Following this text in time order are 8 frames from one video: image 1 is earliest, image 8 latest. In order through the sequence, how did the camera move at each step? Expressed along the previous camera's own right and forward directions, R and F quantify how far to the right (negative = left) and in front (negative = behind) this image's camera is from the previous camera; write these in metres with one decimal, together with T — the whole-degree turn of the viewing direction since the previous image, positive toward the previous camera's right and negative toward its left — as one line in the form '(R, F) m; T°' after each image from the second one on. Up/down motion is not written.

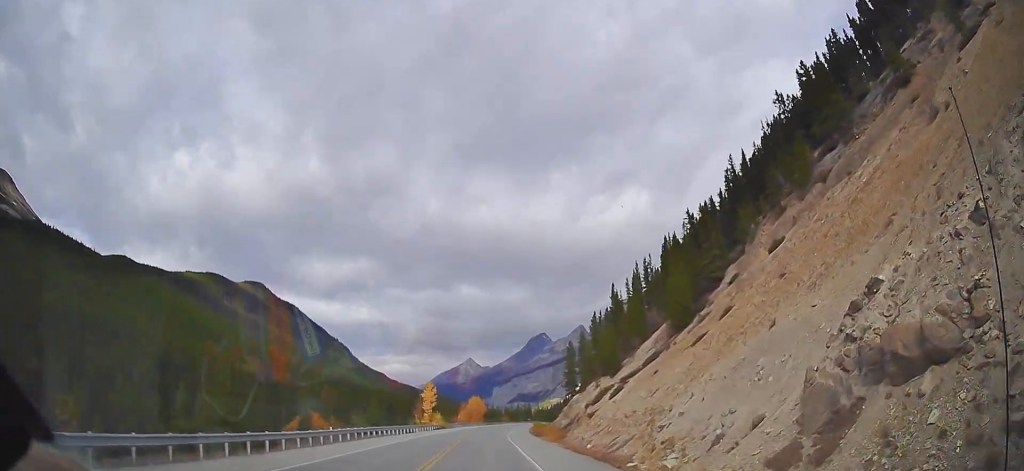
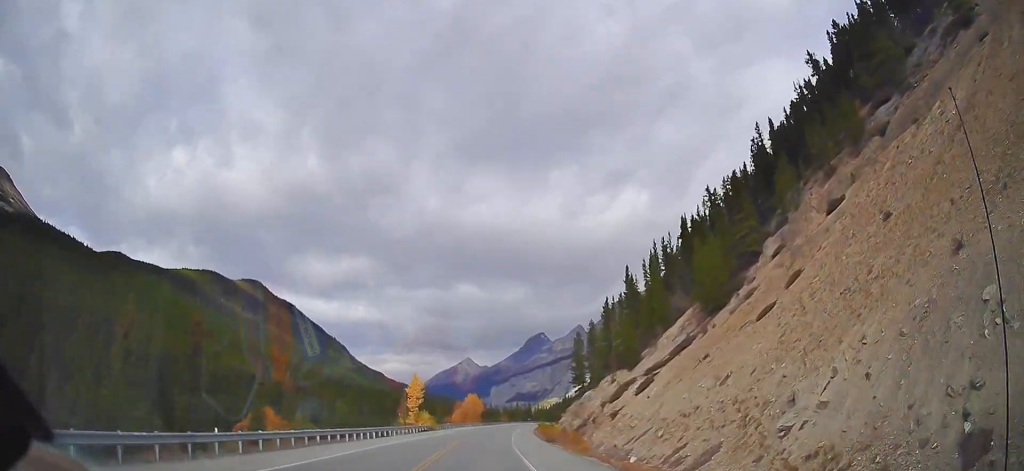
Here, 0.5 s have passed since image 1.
(+0.1, +13.7) m; 0°
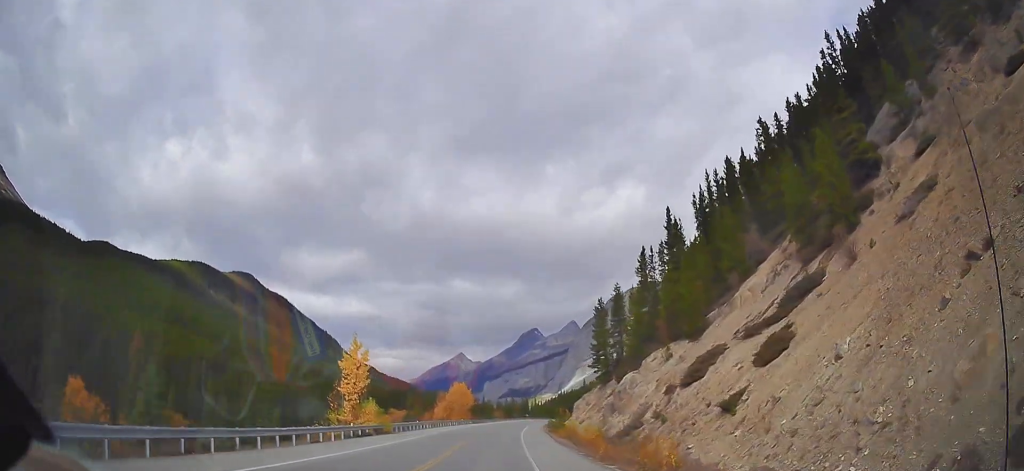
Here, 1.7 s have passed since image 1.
(-0.3, +29.2) m; +1°
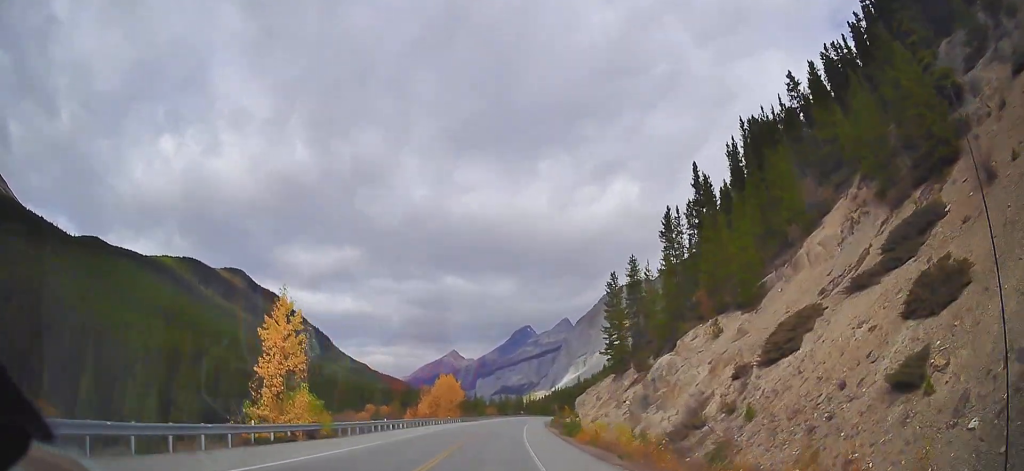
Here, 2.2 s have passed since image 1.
(+0.2, +14.7) m; +1°
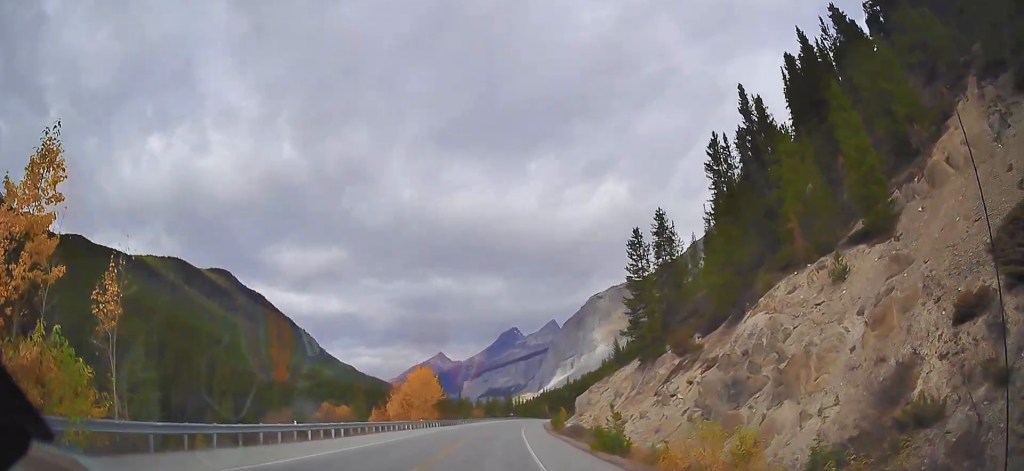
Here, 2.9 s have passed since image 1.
(+0.3, +17.3) m; +1°
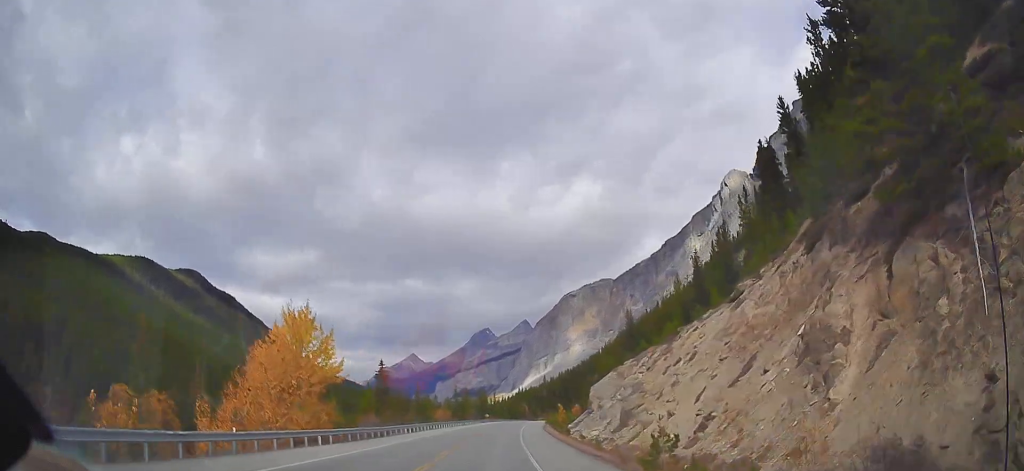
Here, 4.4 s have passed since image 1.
(+0.7, +39.8) m; +2°
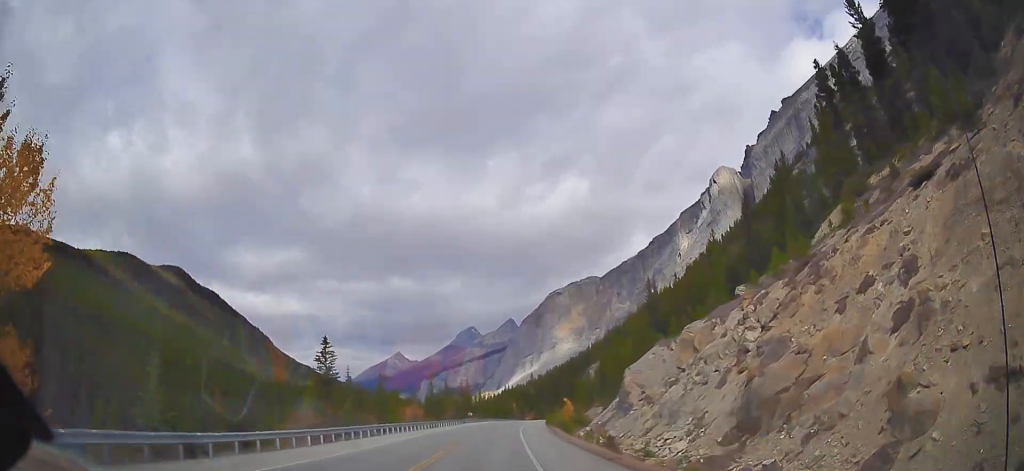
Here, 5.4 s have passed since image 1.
(+0.4, +24.0) m; +2°
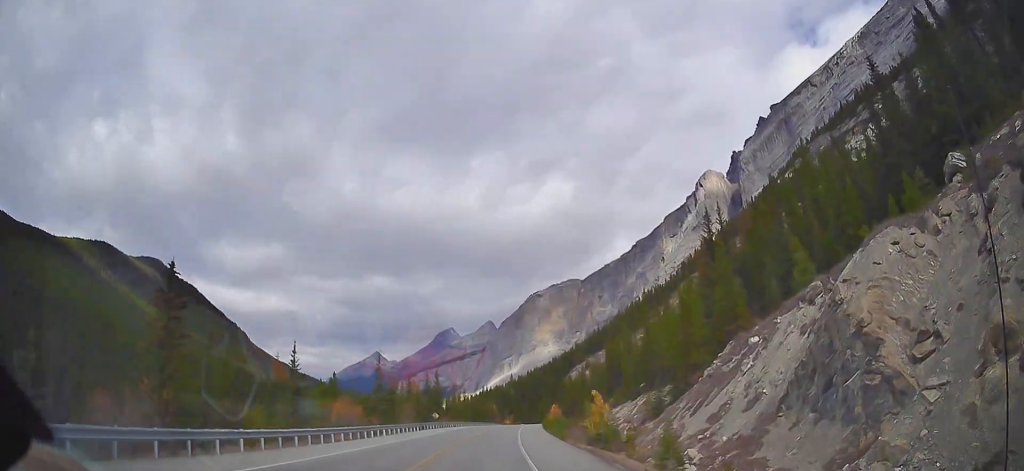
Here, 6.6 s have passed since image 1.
(+0.6, +31.5) m; +2°
